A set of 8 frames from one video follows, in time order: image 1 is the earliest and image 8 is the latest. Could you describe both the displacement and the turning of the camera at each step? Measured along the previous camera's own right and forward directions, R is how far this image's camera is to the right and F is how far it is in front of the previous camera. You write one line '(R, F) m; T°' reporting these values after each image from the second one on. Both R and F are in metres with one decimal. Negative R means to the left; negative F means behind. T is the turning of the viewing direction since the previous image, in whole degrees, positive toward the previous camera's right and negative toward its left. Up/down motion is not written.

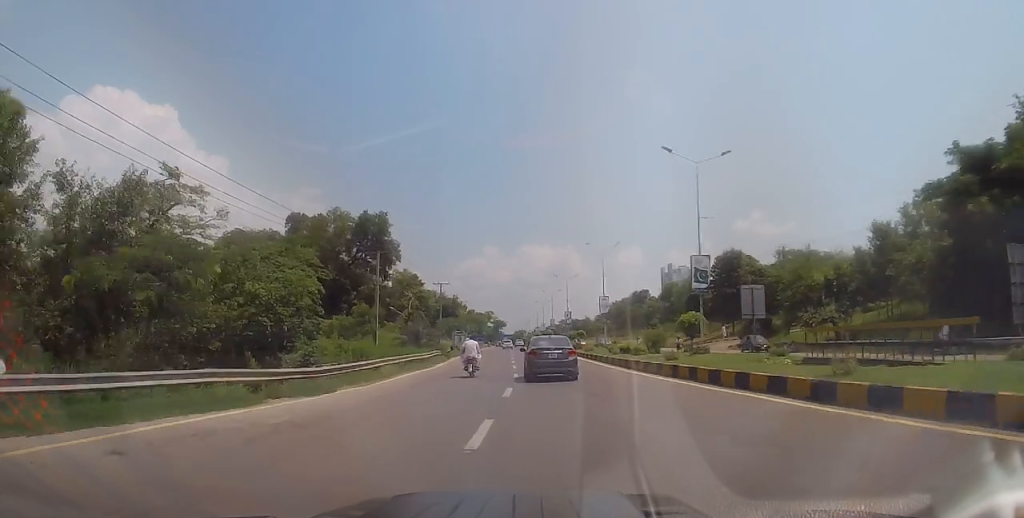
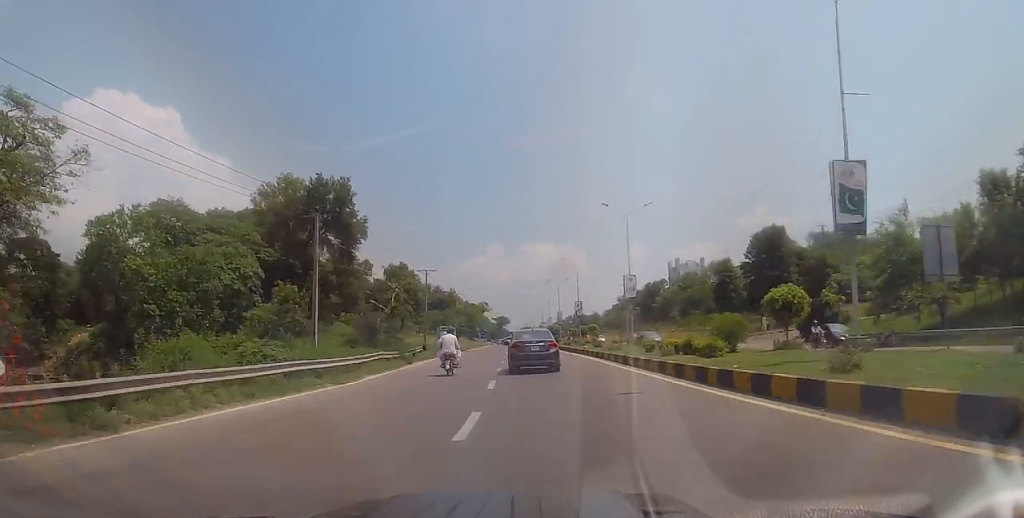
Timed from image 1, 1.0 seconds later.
(-0.1, +14.9) m; 0°
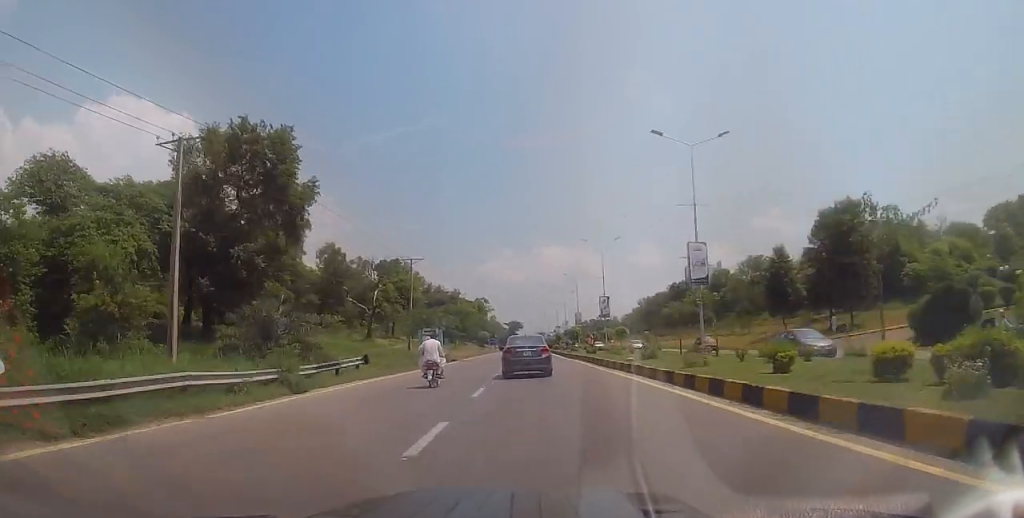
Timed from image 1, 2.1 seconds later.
(0.0, +16.0) m; -1°
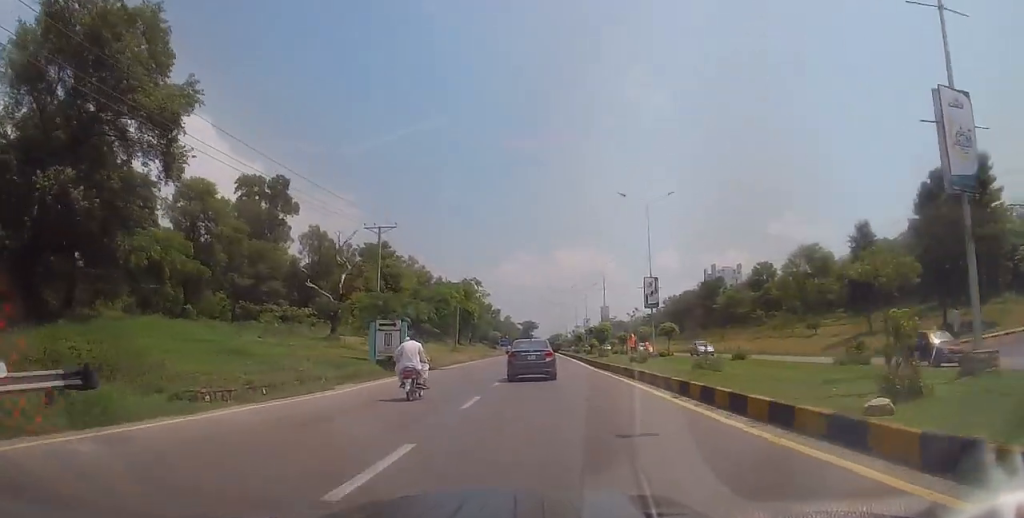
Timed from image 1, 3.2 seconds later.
(-0.1, +17.4) m; -1°
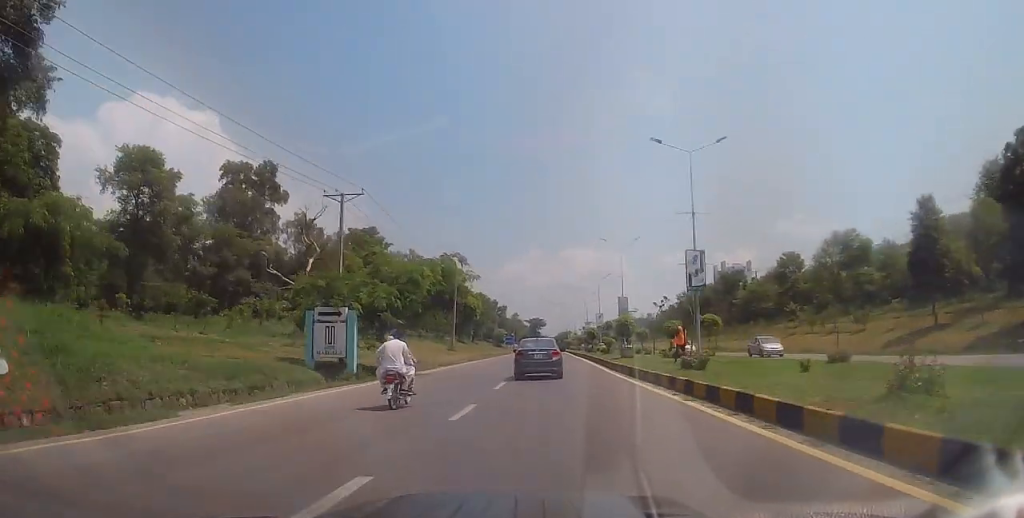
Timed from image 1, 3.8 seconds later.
(0.0, +9.7) m; -1°
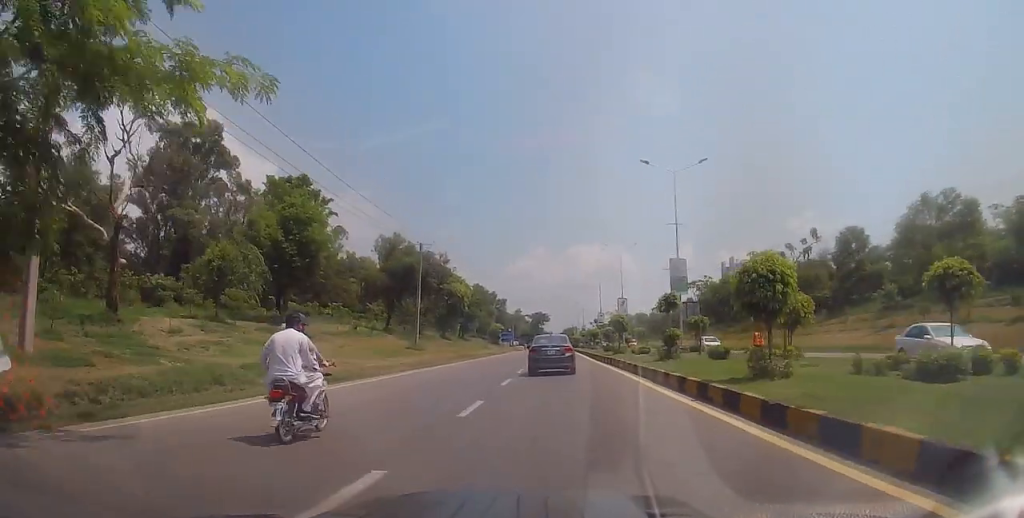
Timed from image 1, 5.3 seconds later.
(-0.5, +22.6) m; -1°
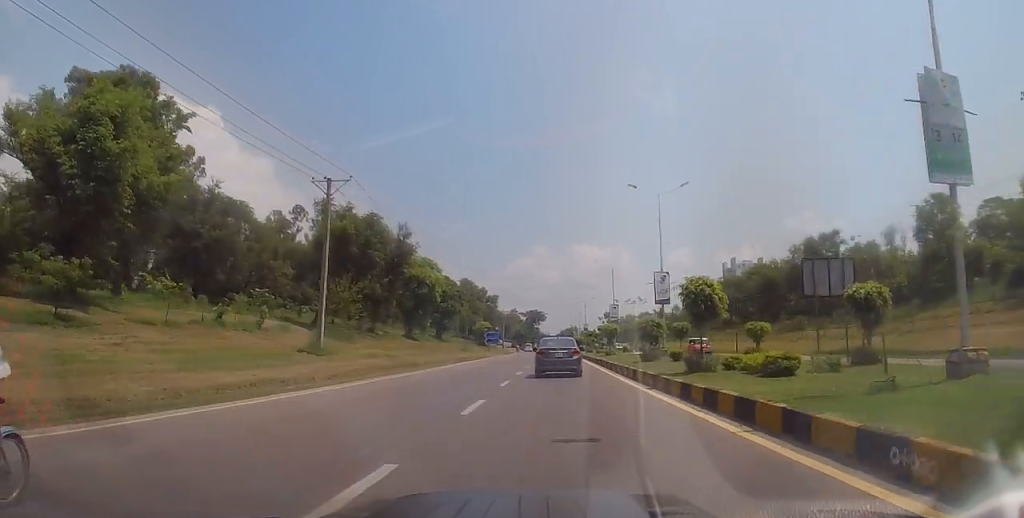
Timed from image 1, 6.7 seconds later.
(+0.2, +22.5) m; 0°
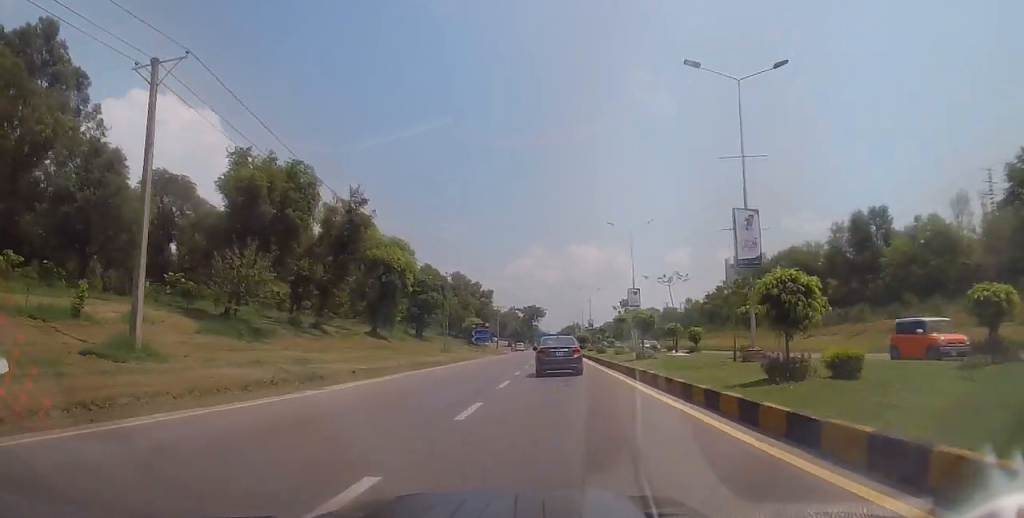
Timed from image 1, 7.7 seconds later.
(-0.2, +16.0) m; -1°
